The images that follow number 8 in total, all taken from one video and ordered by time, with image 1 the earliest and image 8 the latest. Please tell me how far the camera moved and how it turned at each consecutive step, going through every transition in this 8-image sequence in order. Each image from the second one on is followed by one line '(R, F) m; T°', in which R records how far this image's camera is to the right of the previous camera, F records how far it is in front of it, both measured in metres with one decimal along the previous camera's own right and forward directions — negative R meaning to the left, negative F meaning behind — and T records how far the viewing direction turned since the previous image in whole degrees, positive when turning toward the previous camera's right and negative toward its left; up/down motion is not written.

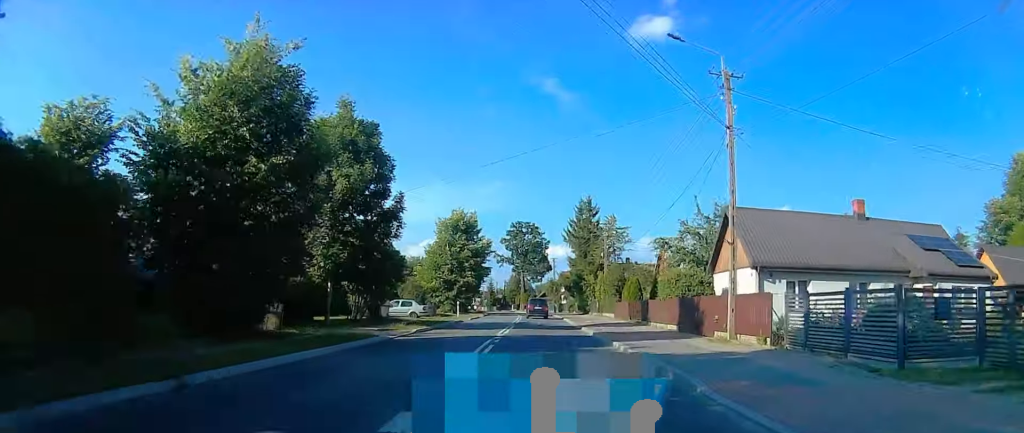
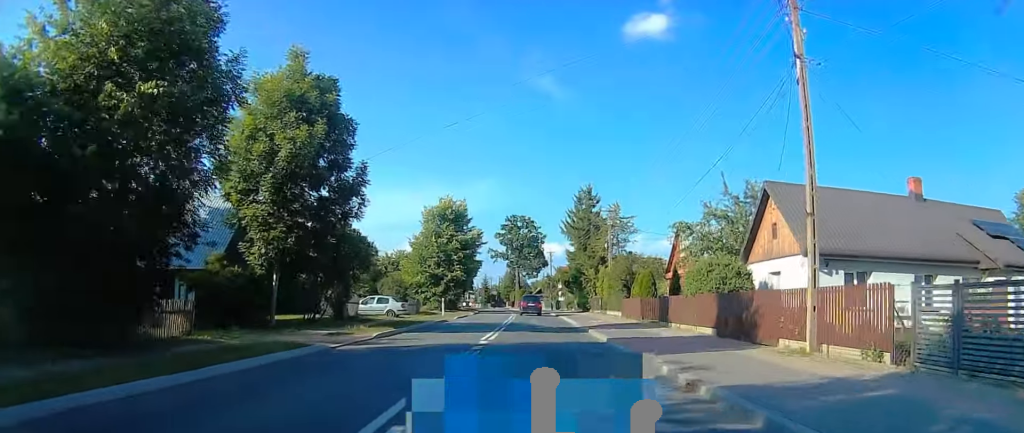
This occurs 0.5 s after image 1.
(-0.1, +6.5) m; 0°
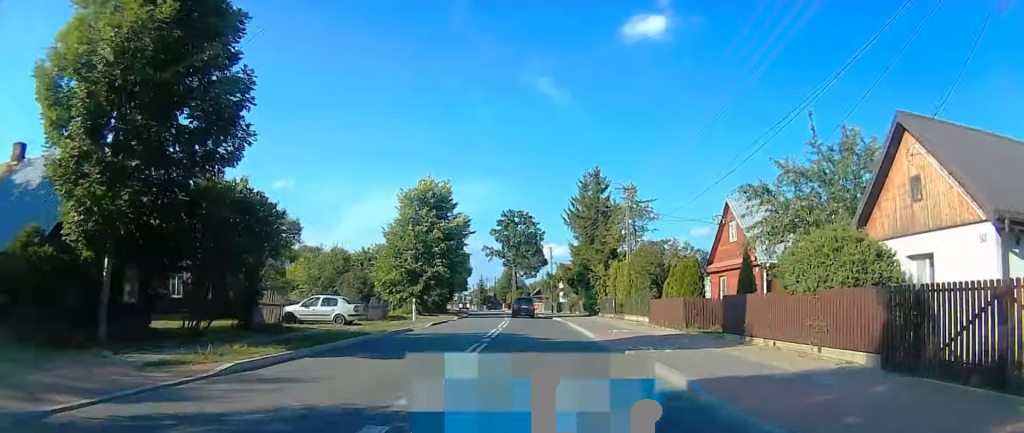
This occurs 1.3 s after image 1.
(0.0, +10.4) m; 0°
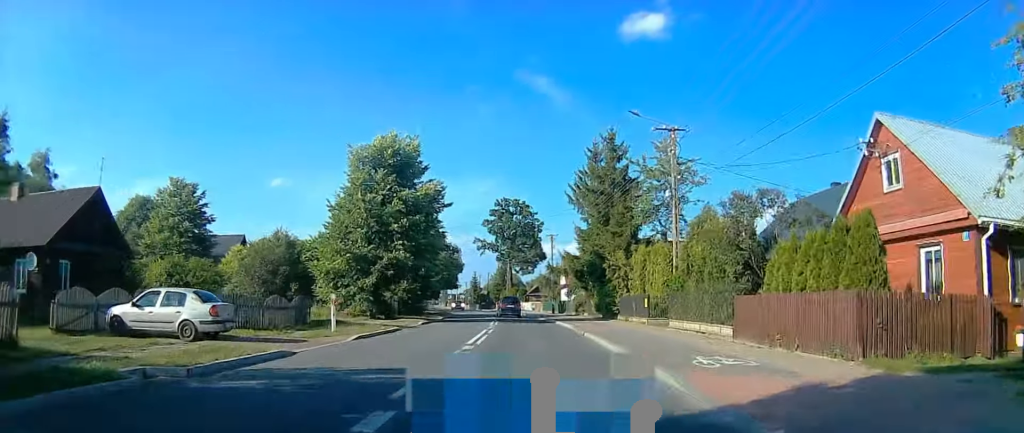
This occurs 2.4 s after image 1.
(+0.2, +14.4) m; +2°
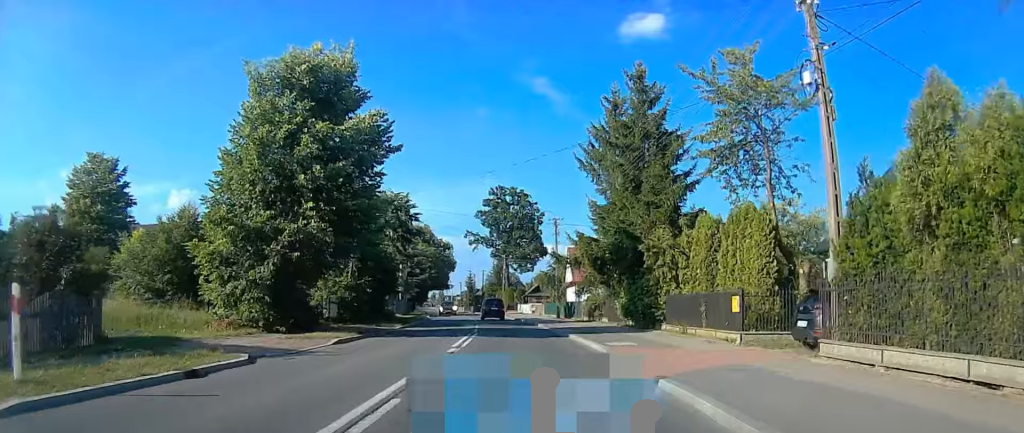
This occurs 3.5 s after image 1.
(+0.3, +14.1) m; +1°
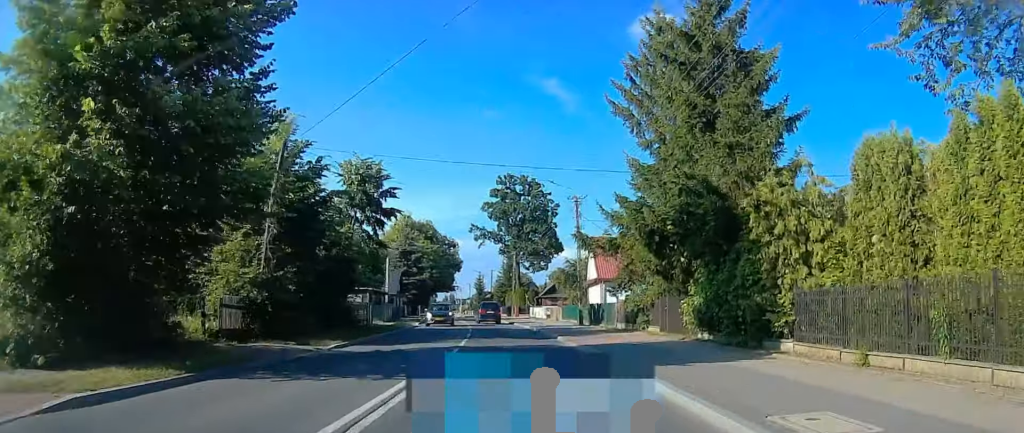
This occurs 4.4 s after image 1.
(-0.1, +11.5) m; -2°
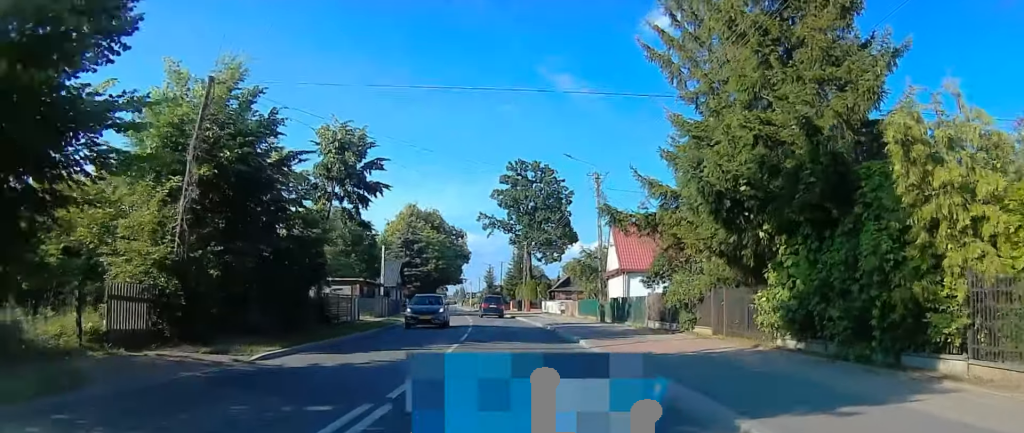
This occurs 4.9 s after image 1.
(-0.1, +6.0) m; -1°
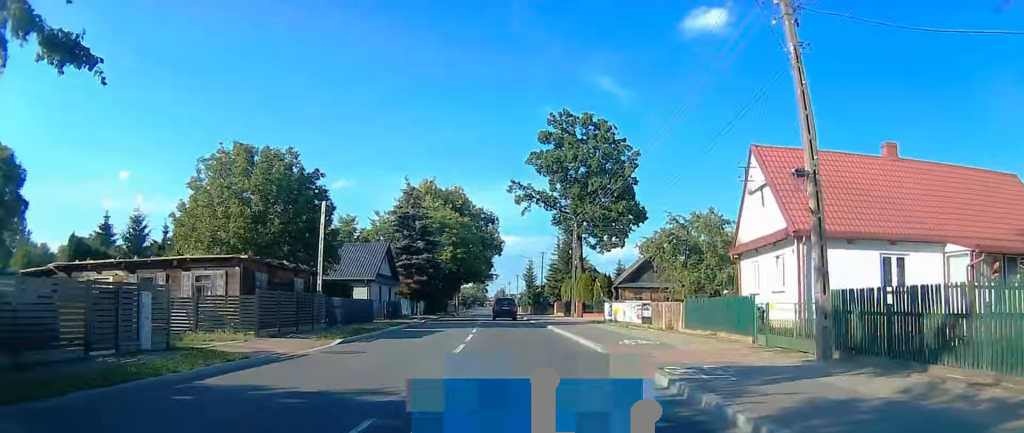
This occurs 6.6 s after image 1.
(-0.6, +23.1) m; -1°
